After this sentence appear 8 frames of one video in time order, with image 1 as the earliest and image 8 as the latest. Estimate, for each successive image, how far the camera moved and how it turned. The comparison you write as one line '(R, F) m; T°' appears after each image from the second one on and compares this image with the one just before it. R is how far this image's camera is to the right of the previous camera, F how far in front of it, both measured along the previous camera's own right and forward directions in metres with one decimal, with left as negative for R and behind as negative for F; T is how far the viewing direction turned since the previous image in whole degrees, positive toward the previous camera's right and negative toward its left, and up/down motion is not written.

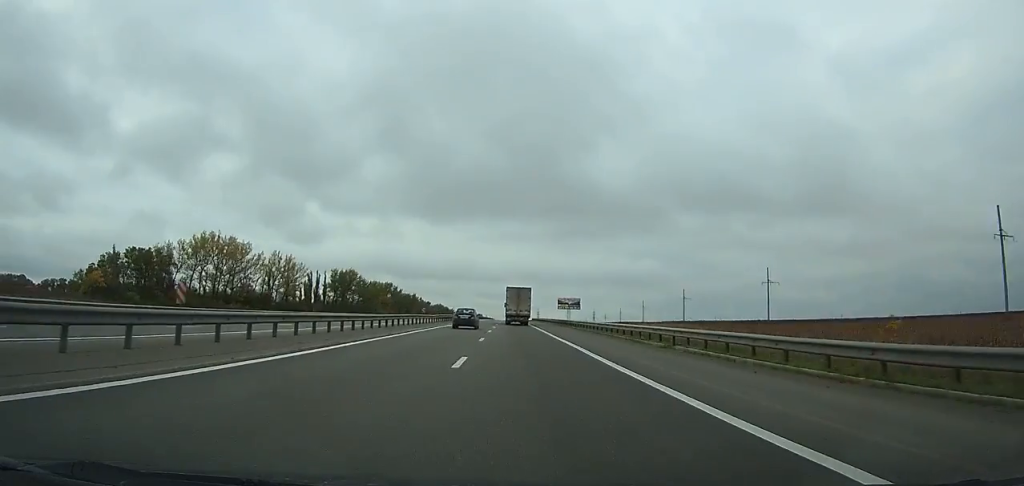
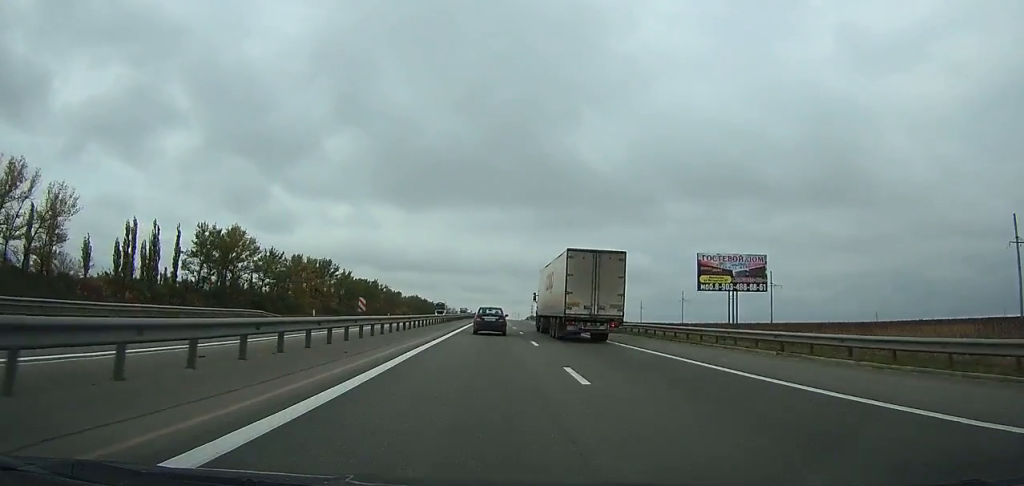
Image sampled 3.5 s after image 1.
(-0.5, +108.6) m; 0°
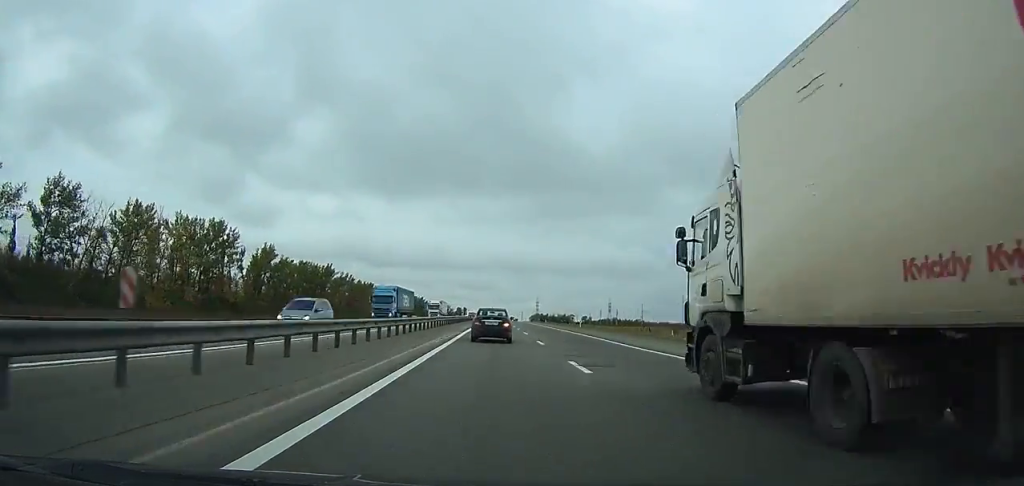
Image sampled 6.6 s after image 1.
(+1.1, +96.0) m; +1°
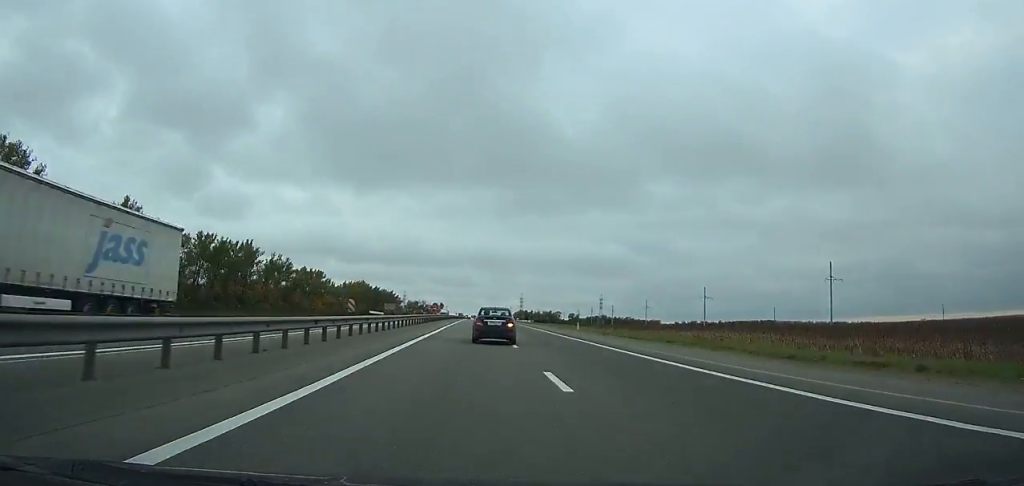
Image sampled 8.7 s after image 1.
(+0.3, +64.5) m; +1°
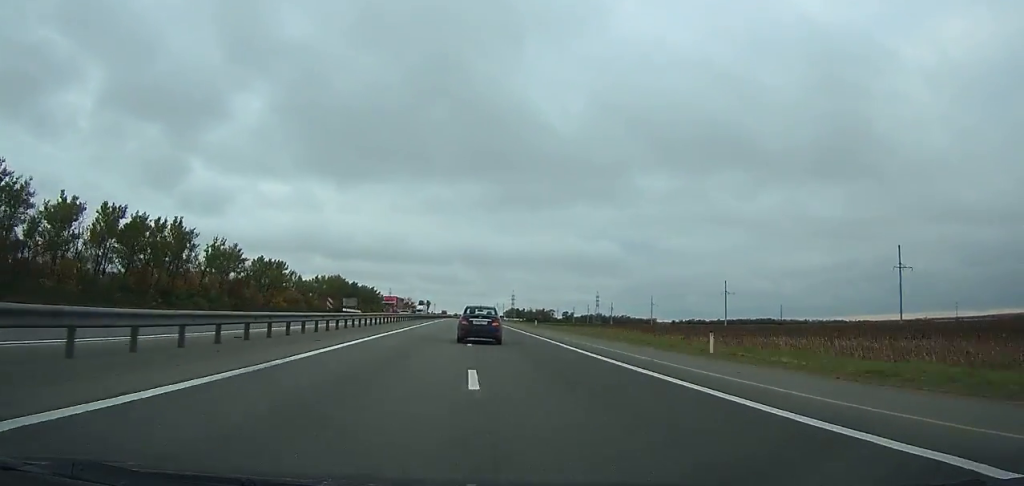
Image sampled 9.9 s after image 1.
(+0.2, +36.7) m; 0°
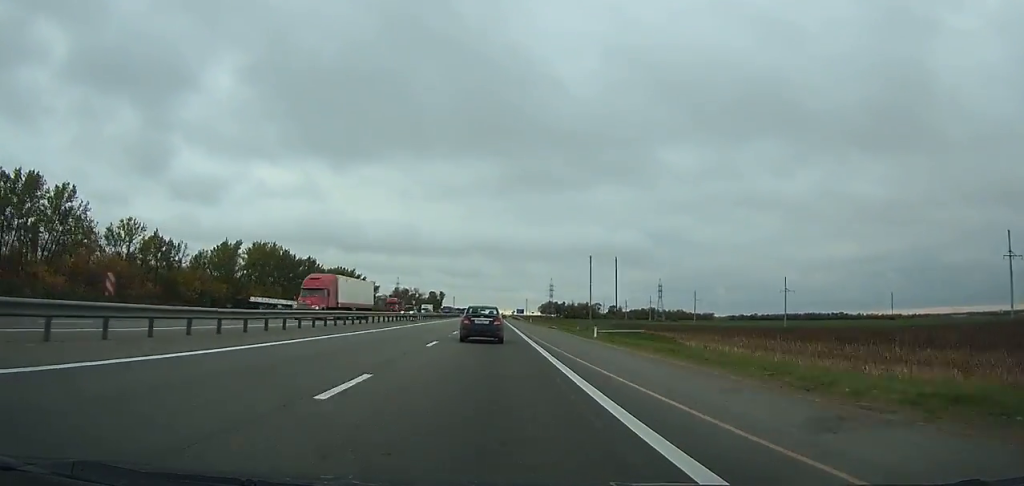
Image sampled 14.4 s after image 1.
(-0.3, +136.0) m; -1°
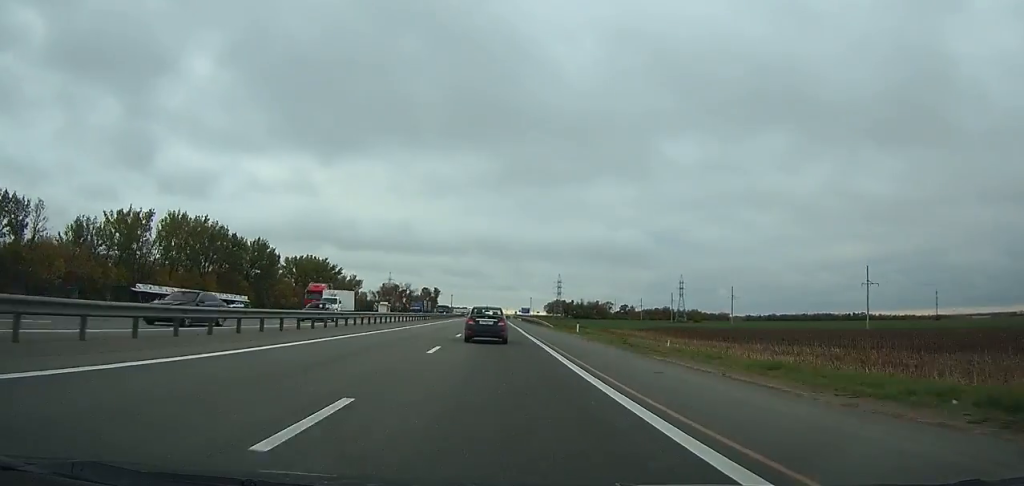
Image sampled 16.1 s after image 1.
(-0.2, +50.6) m; 0°
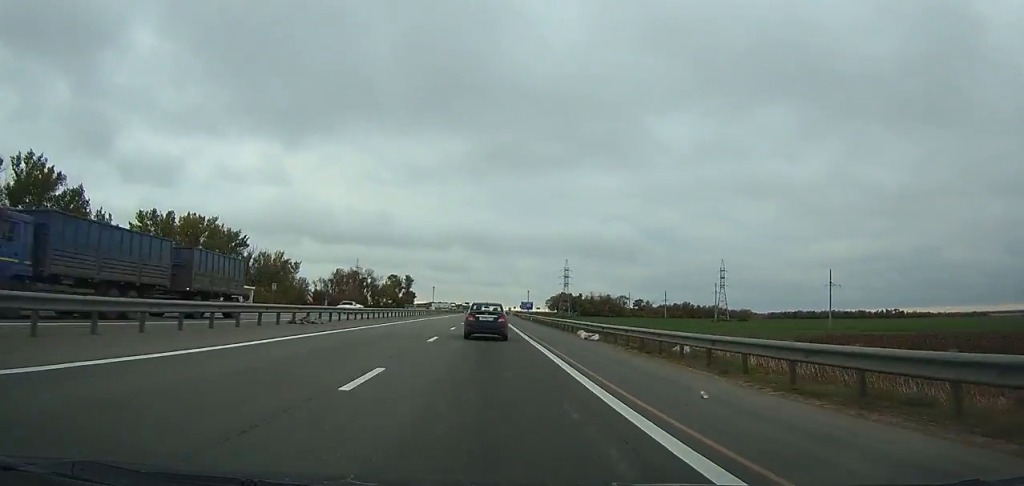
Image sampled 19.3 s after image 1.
(+0.1, +93.4) m; 0°
